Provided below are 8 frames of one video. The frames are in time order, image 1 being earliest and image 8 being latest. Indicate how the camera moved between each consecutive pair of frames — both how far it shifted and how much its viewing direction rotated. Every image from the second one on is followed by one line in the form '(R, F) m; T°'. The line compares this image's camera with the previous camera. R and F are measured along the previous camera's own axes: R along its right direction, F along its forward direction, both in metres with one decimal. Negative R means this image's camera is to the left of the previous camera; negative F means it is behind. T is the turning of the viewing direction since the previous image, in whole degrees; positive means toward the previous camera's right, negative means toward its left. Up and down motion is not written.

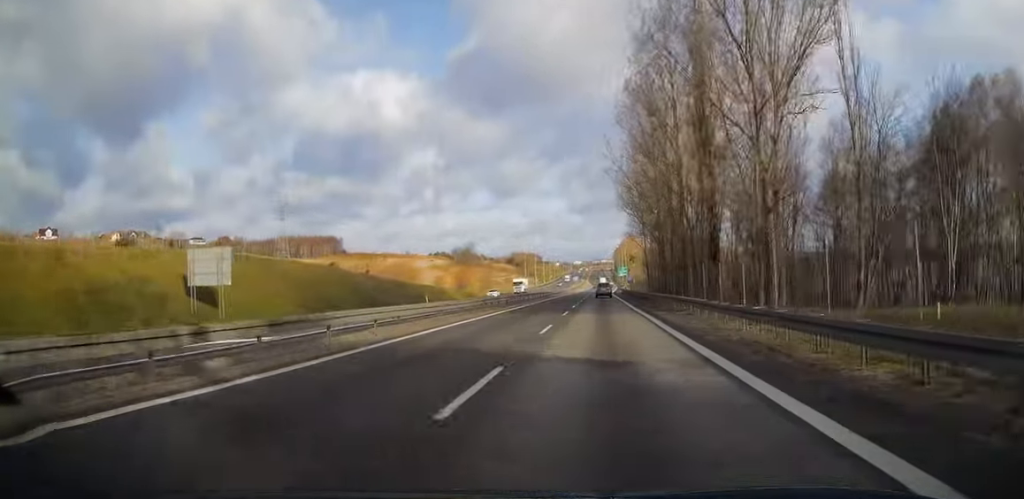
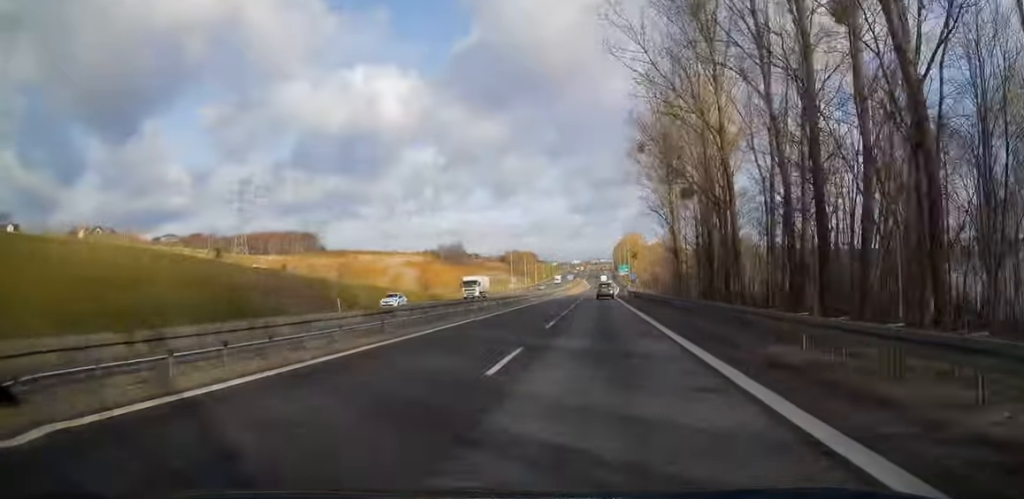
(+0.1, +31.3) m; 0°
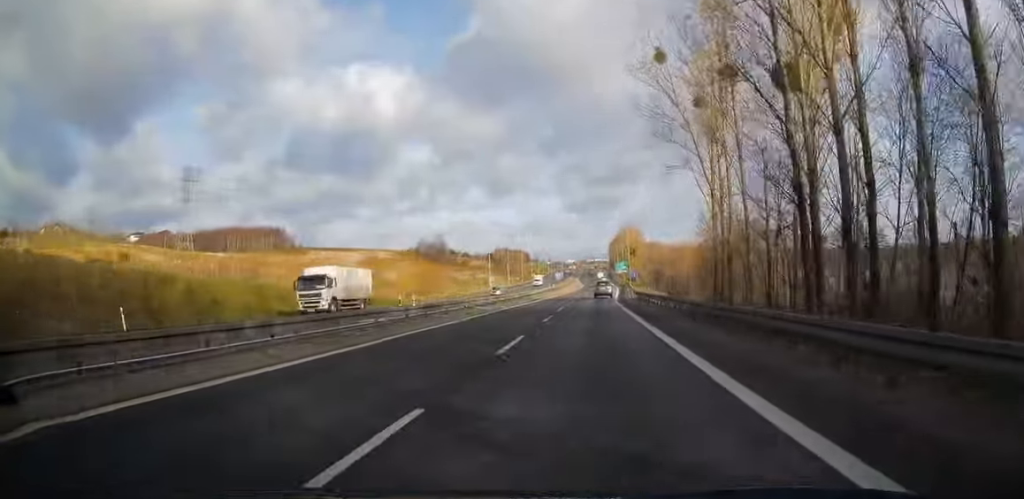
(-0.1, +30.1) m; 0°
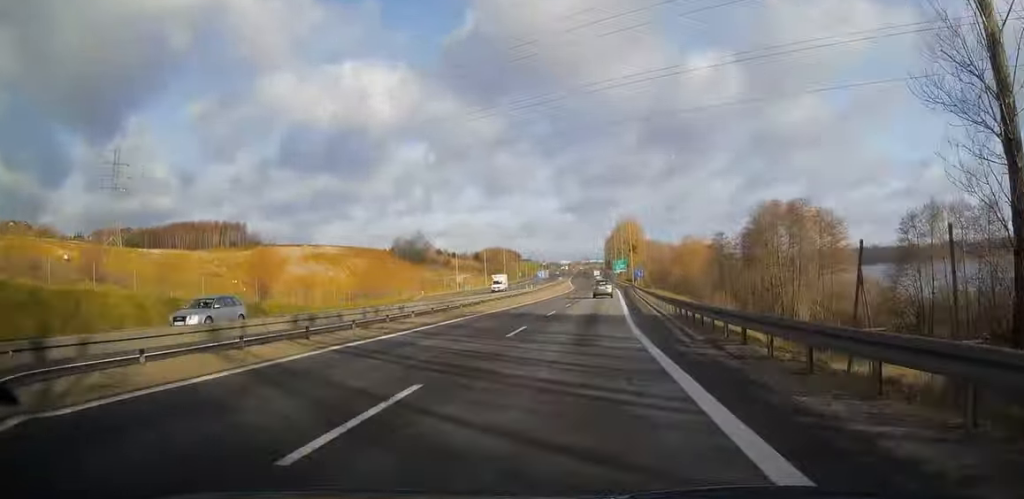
(+0.1, +32.5) m; 0°
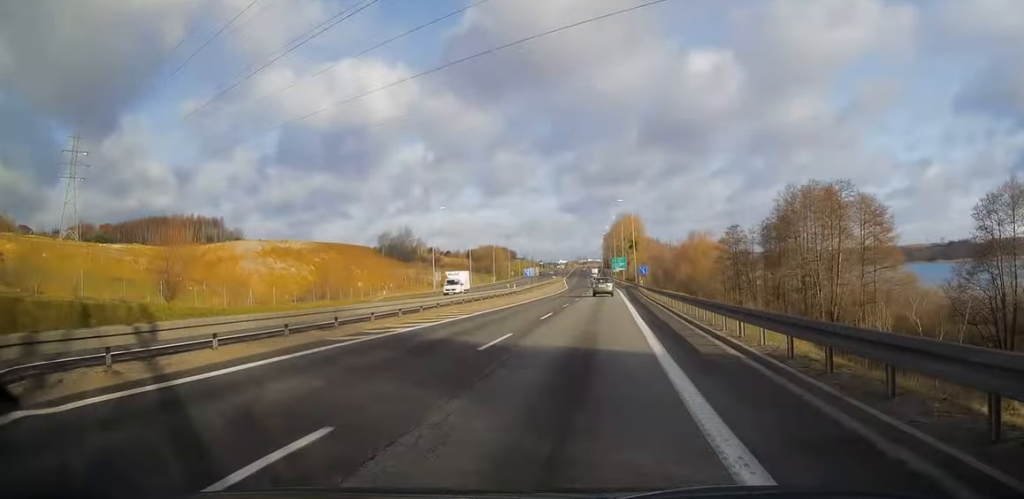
(+0.1, +16.7) m; 0°
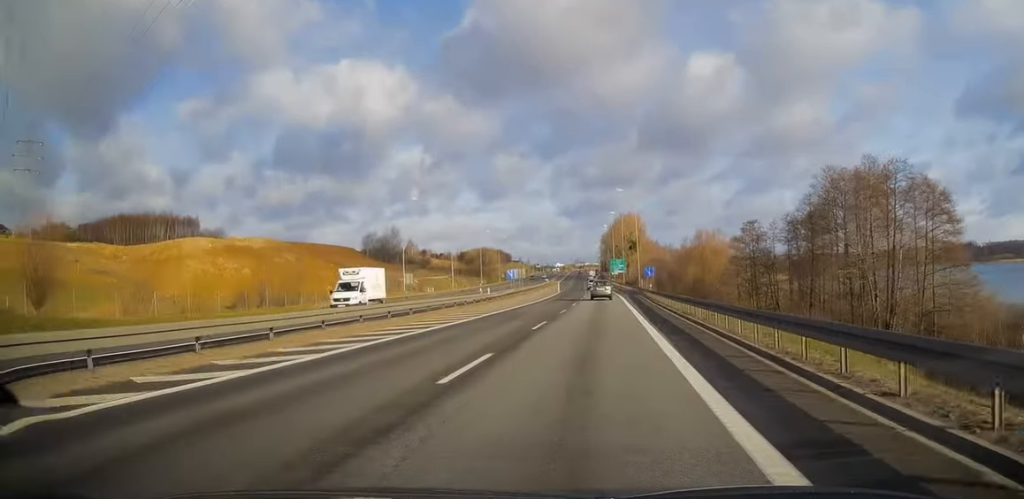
(0.0, +16.1) m; 0°
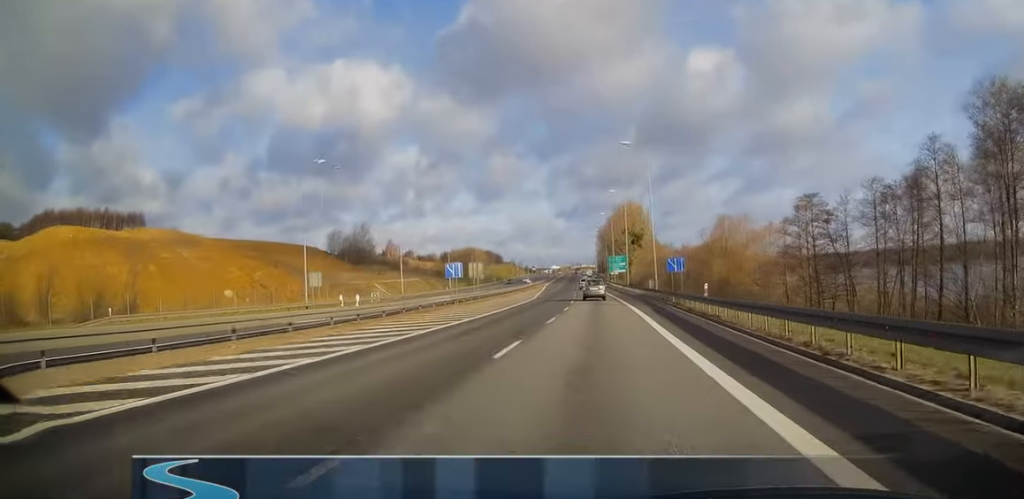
(0.0, +32.4) m; 0°
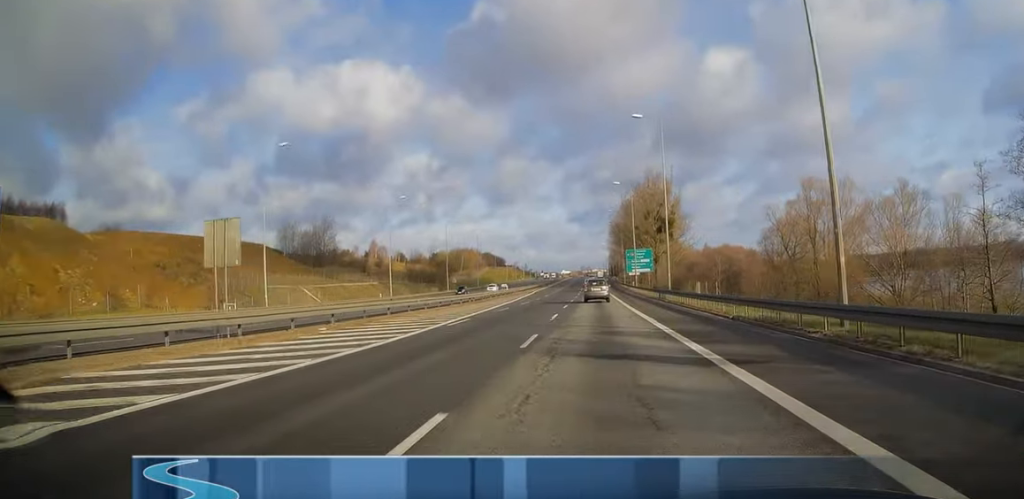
(0.0, +45.3) m; 0°
